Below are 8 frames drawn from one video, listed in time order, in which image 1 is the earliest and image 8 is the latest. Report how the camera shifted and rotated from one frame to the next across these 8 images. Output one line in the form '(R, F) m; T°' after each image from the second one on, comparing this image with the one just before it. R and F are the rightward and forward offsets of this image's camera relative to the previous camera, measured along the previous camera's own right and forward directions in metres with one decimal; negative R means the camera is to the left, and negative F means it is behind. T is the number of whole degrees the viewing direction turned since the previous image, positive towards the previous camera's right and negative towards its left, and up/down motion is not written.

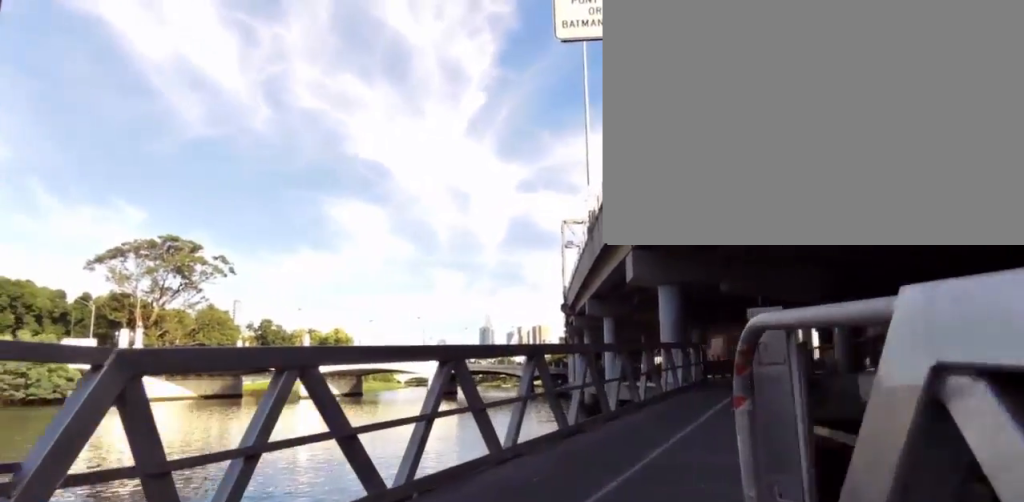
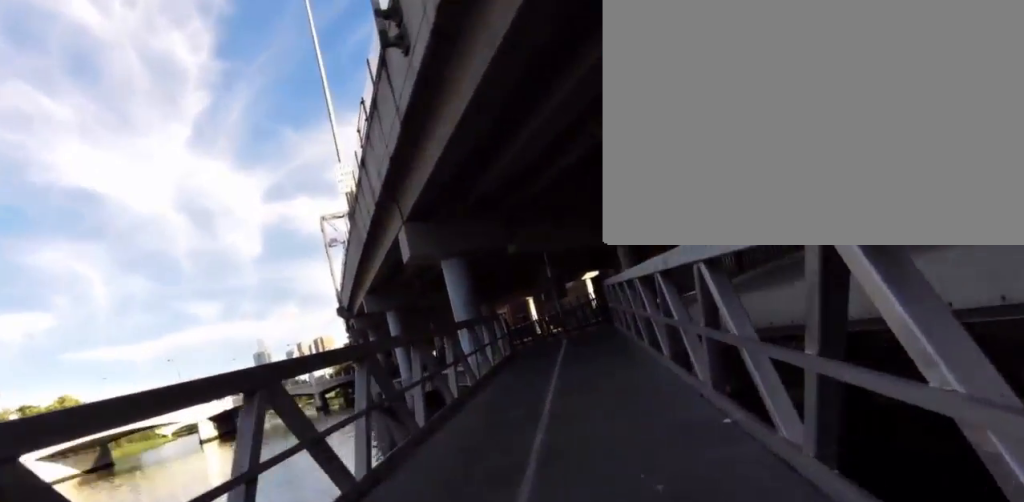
(+0.1, +2.8) m; +3°
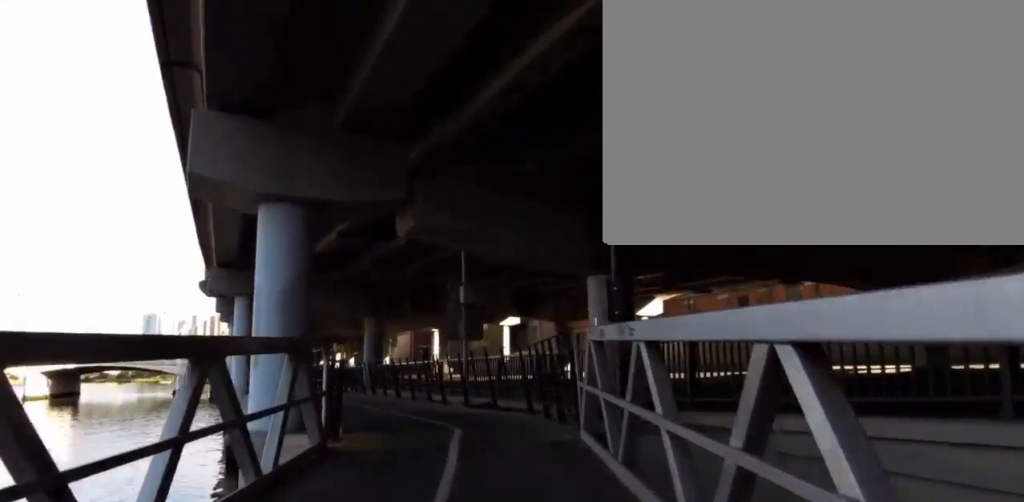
(+0.3, +6.7) m; +4°
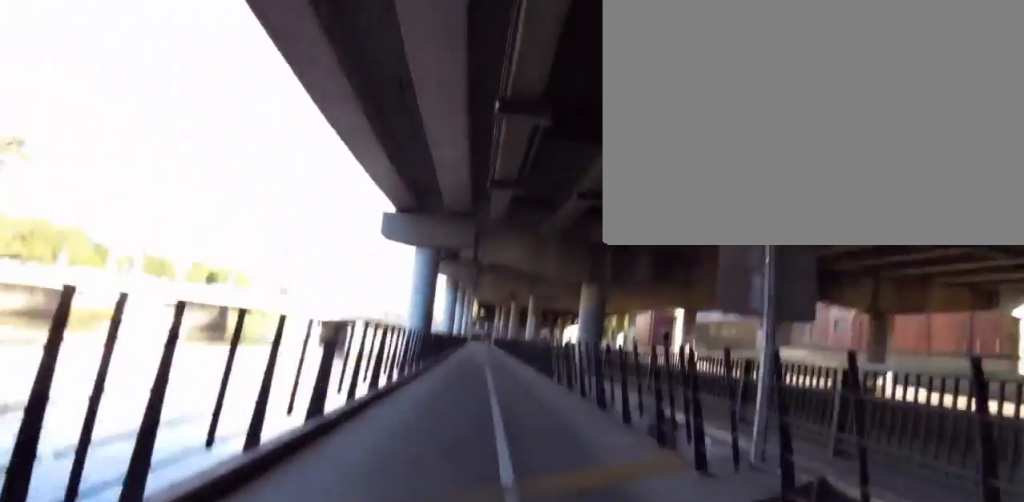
(-0.6, +6.0) m; -16°
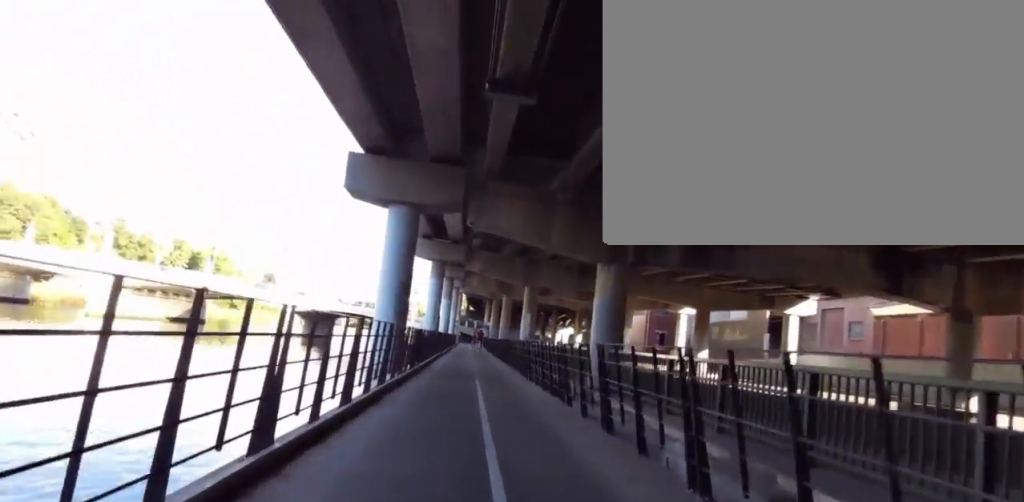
(-0.3, +3.3) m; -6°
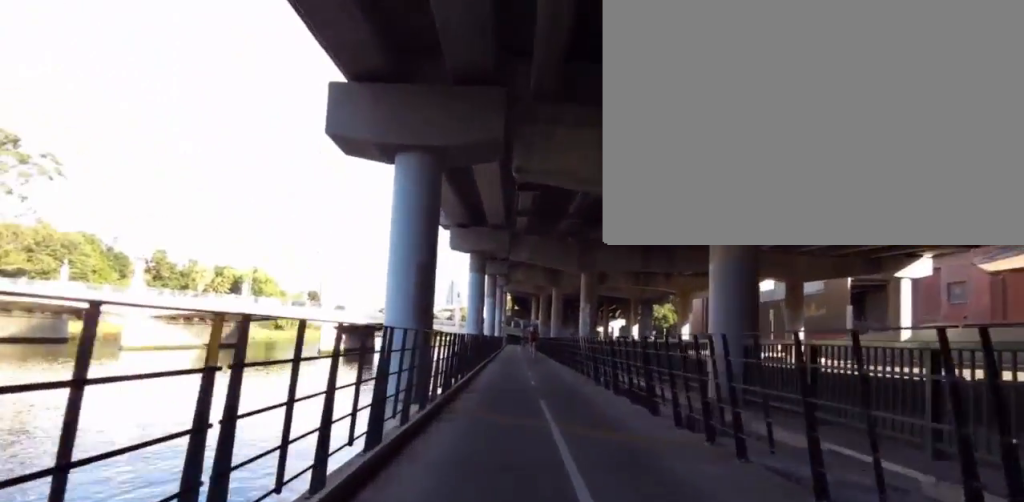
(-0.2, +4.7) m; -4°
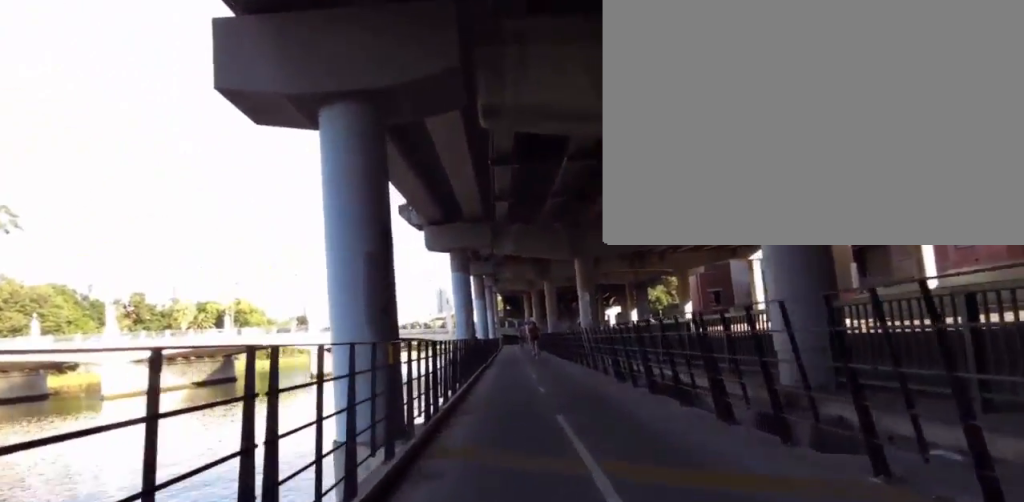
(0.0, +2.6) m; -2°
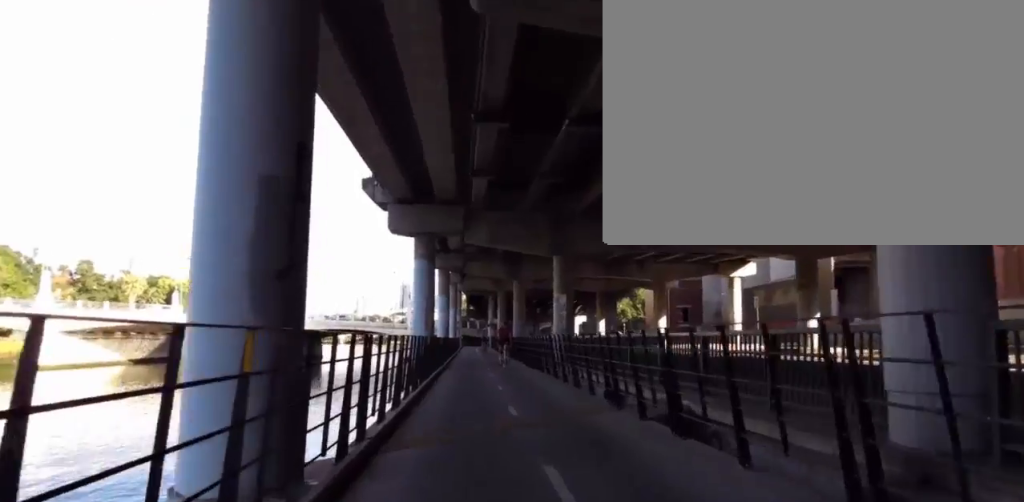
(-0.1, +3.0) m; -1°
